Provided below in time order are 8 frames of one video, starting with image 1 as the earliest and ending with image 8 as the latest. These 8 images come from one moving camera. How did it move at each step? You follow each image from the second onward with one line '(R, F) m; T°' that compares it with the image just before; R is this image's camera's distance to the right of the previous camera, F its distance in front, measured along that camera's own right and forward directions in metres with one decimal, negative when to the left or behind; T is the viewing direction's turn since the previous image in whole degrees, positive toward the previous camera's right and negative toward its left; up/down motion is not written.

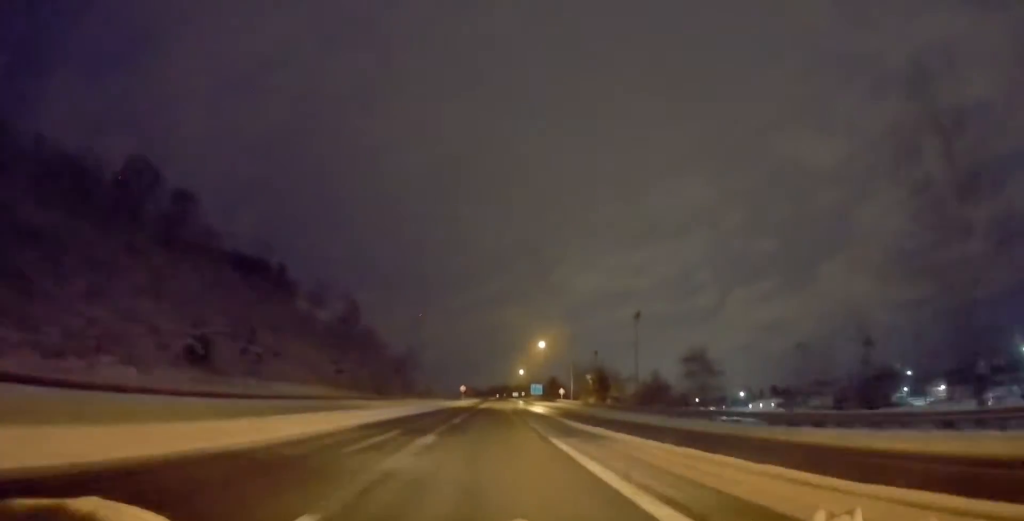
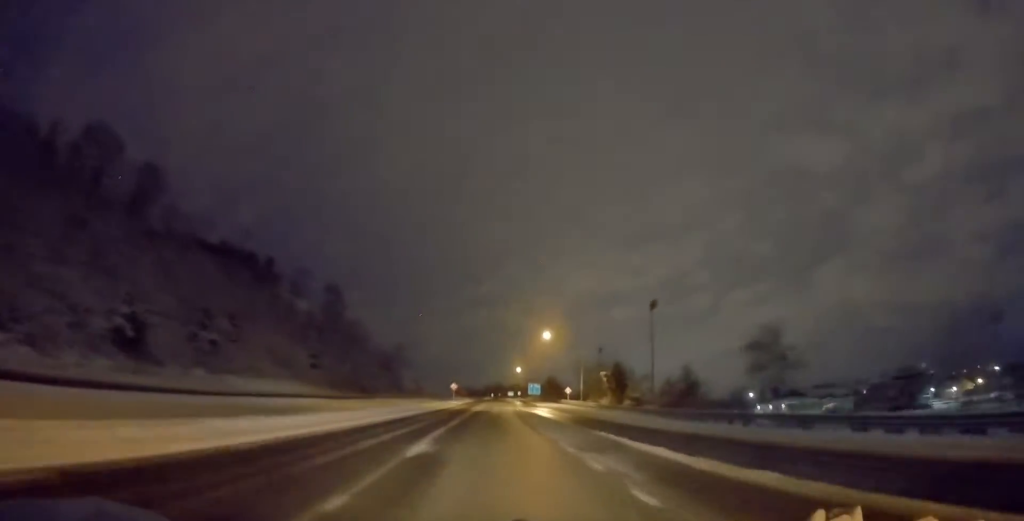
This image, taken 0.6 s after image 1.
(+0.4, +14.7) m; +1°
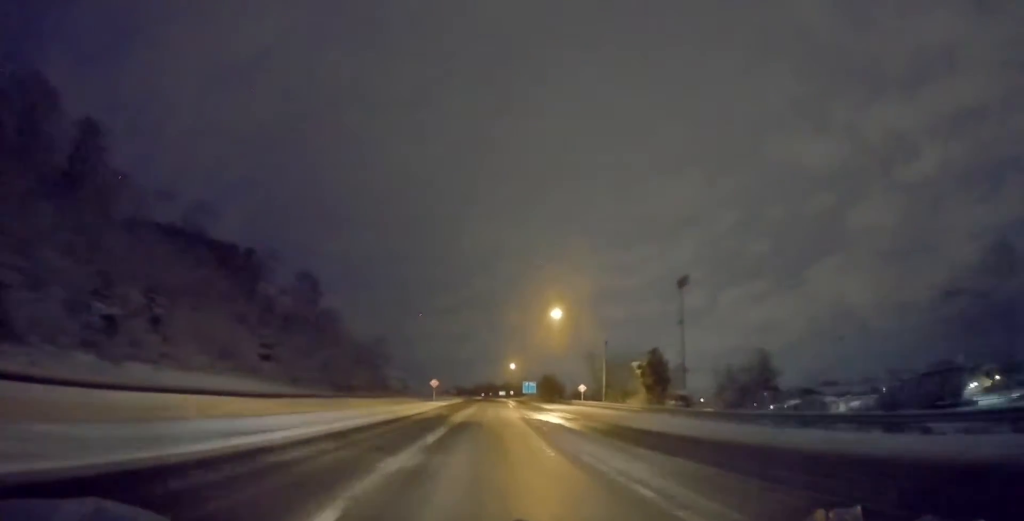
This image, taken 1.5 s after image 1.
(+0.5, +21.3) m; 0°
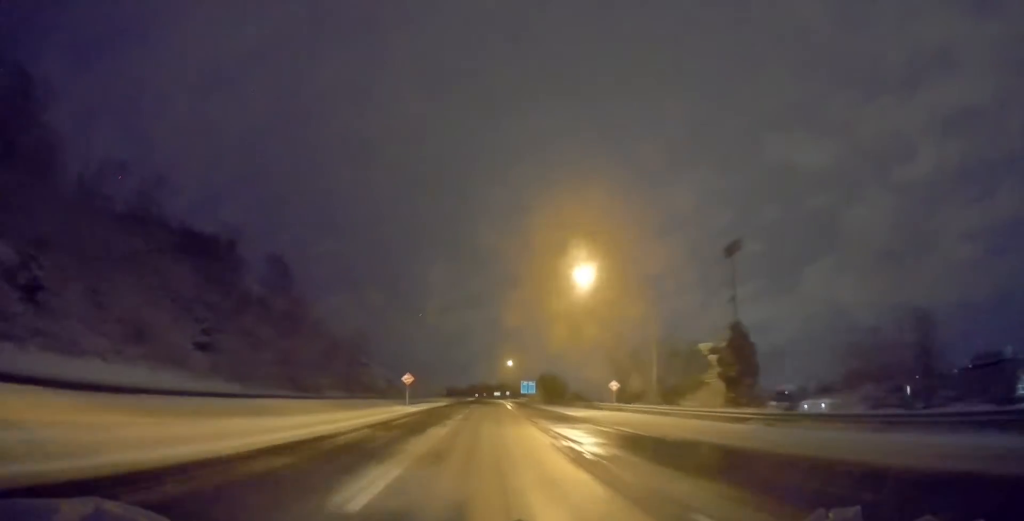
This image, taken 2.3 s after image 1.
(-0.3, +20.6) m; -1°
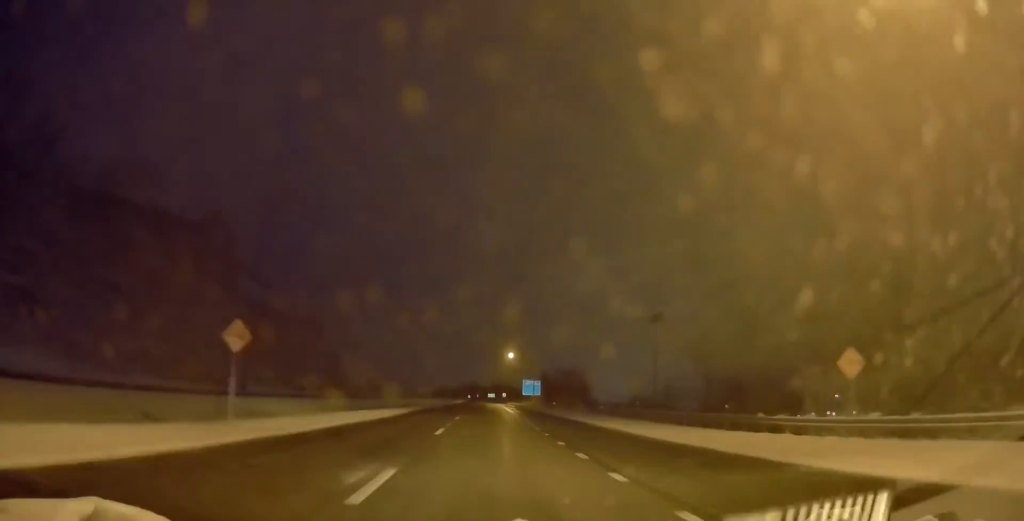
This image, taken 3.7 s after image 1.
(+0.6, +34.9) m; +1°
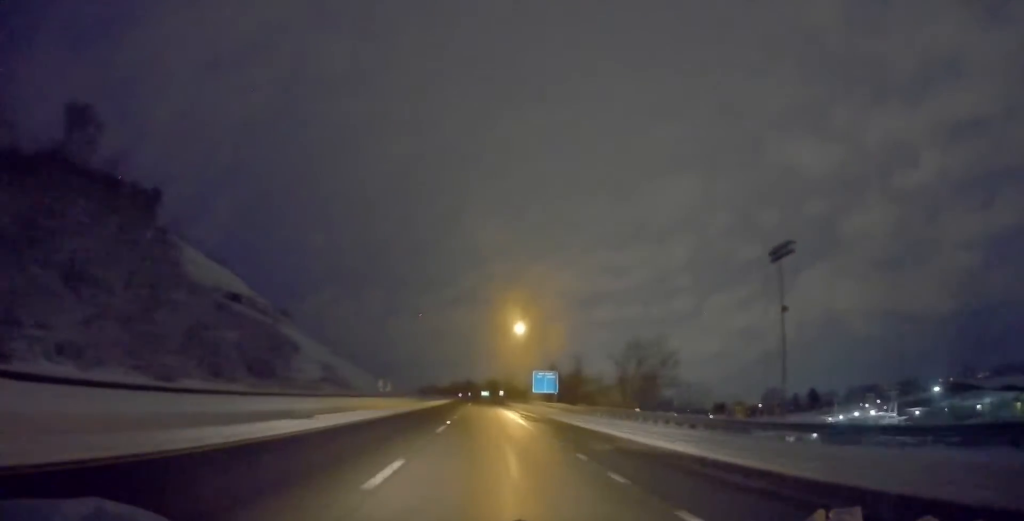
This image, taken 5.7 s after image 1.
(0.0, +49.5) m; +1°
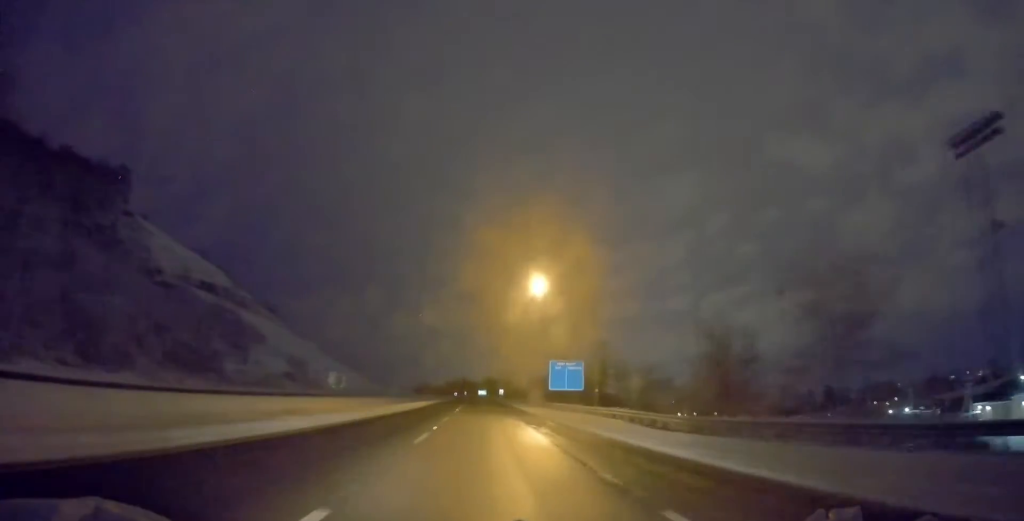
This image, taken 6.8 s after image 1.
(+0.3, +29.3) m; +1°
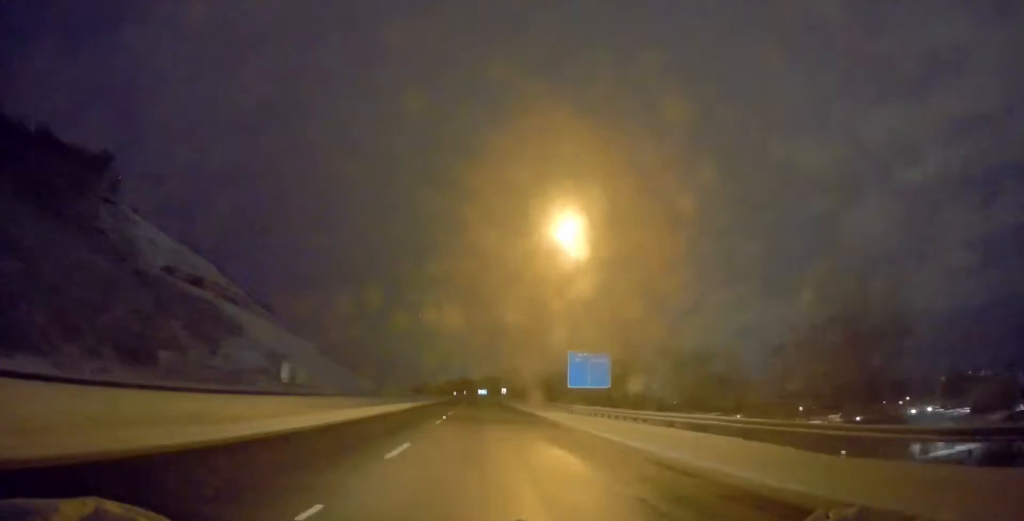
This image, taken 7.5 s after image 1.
(0.0, +15.9) m; 0°
